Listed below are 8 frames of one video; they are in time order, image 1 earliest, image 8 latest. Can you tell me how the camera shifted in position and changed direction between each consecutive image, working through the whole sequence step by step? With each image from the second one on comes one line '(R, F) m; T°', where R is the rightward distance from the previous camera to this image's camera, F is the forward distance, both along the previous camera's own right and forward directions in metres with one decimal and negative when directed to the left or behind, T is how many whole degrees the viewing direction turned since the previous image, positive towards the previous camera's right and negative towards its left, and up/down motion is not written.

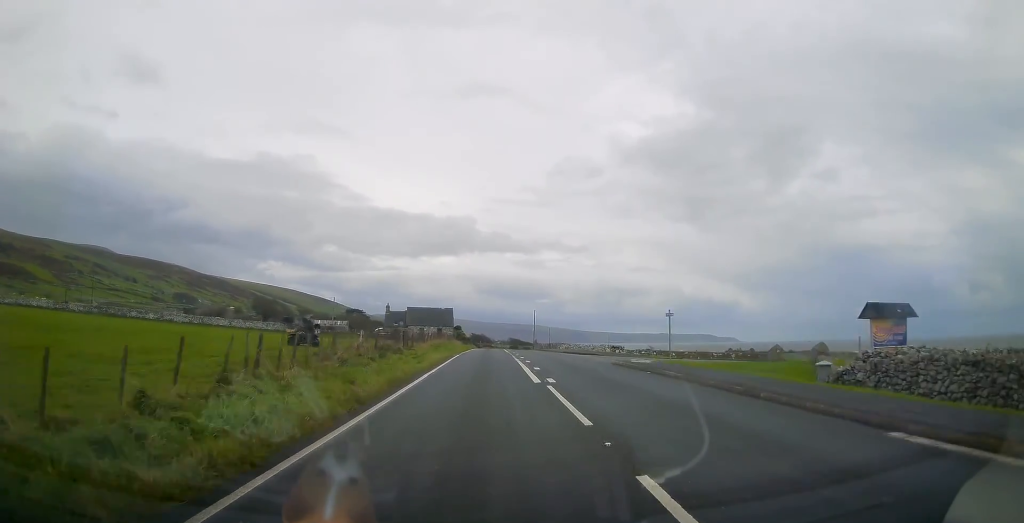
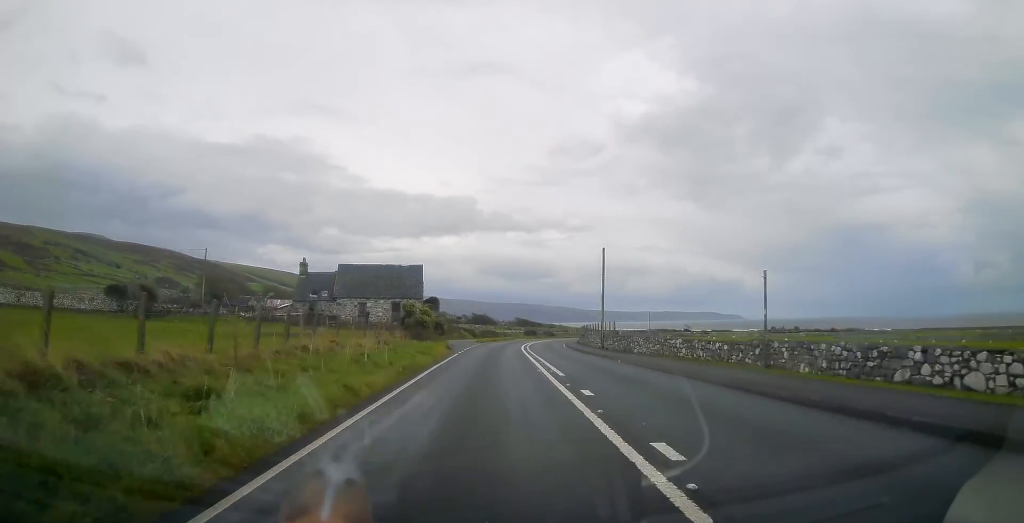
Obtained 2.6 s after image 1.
(-0.4, +60.2) m; 0°
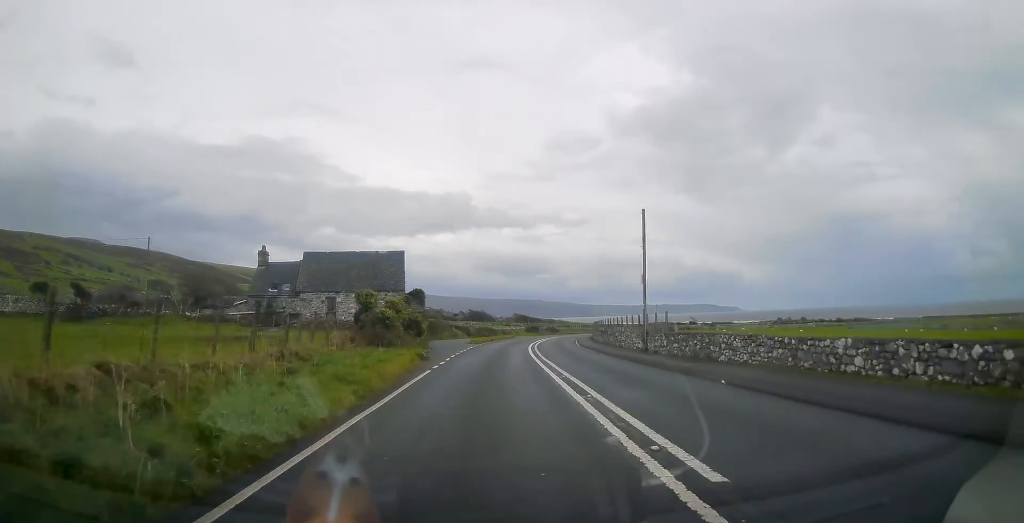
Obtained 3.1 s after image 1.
(-0.1, +11.7) m; 0°
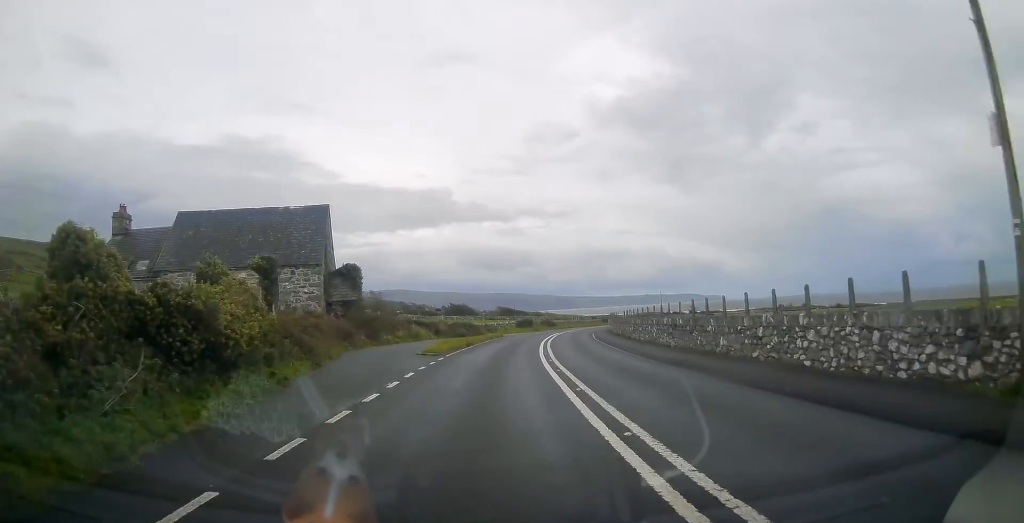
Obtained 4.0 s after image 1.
(+0.3, +21.9) m; +2°
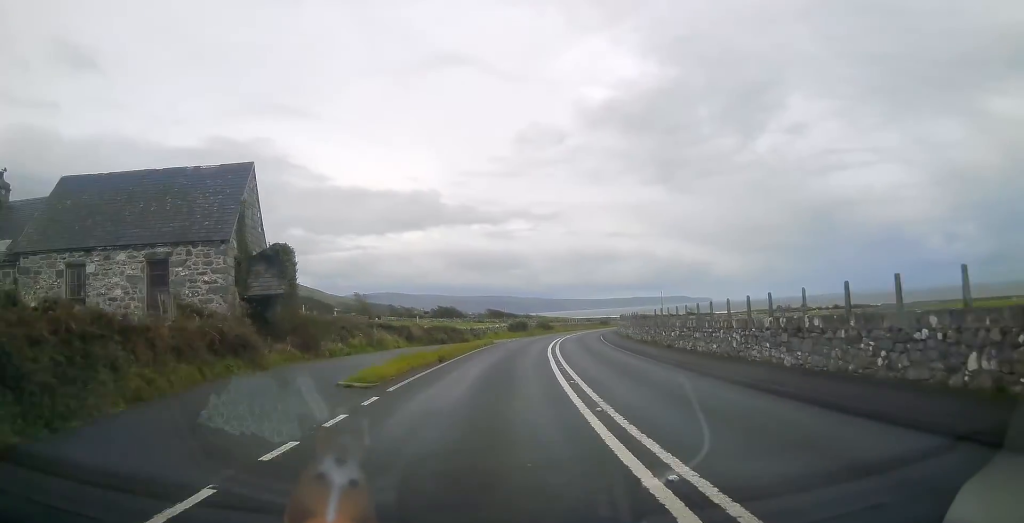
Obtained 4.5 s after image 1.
(+0.1, +10.8) m; +1°
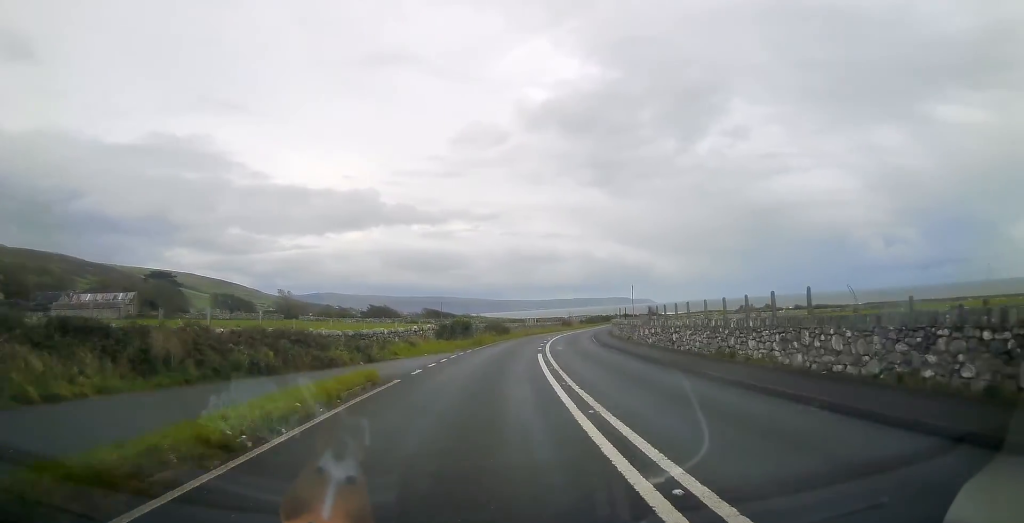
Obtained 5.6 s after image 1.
(+0.9, +27.0) m; +4°
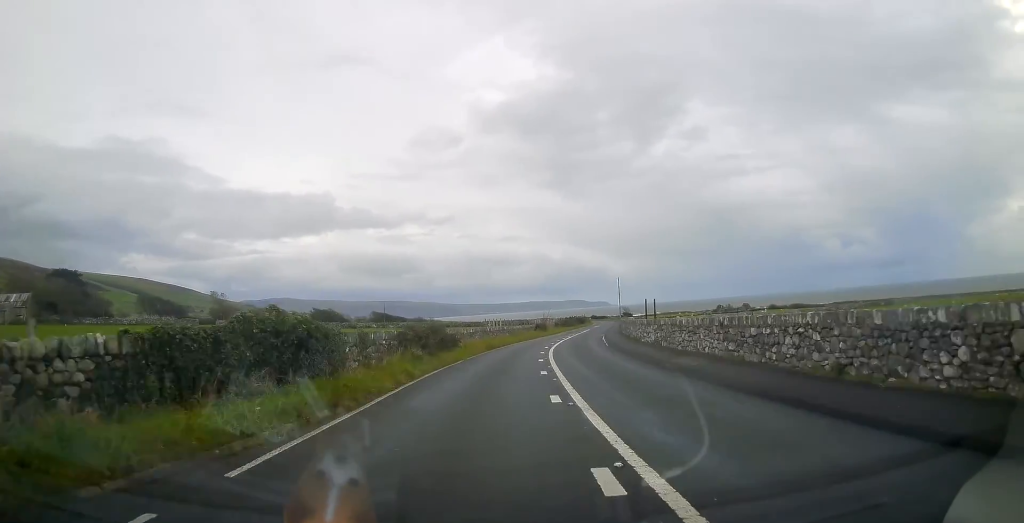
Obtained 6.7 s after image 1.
(+1.0, +25.5) m; +5°
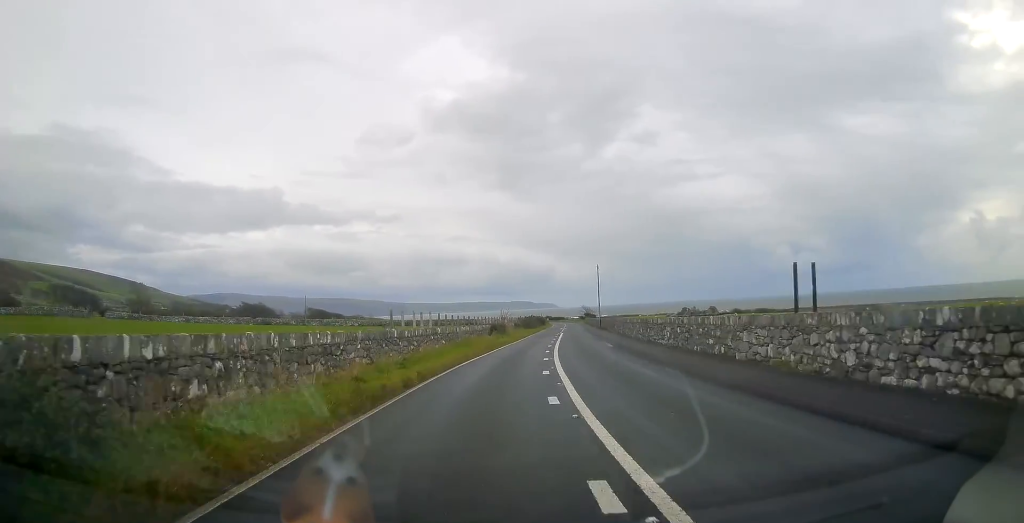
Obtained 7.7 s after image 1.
(+0.9, +23.5) m; +4°
